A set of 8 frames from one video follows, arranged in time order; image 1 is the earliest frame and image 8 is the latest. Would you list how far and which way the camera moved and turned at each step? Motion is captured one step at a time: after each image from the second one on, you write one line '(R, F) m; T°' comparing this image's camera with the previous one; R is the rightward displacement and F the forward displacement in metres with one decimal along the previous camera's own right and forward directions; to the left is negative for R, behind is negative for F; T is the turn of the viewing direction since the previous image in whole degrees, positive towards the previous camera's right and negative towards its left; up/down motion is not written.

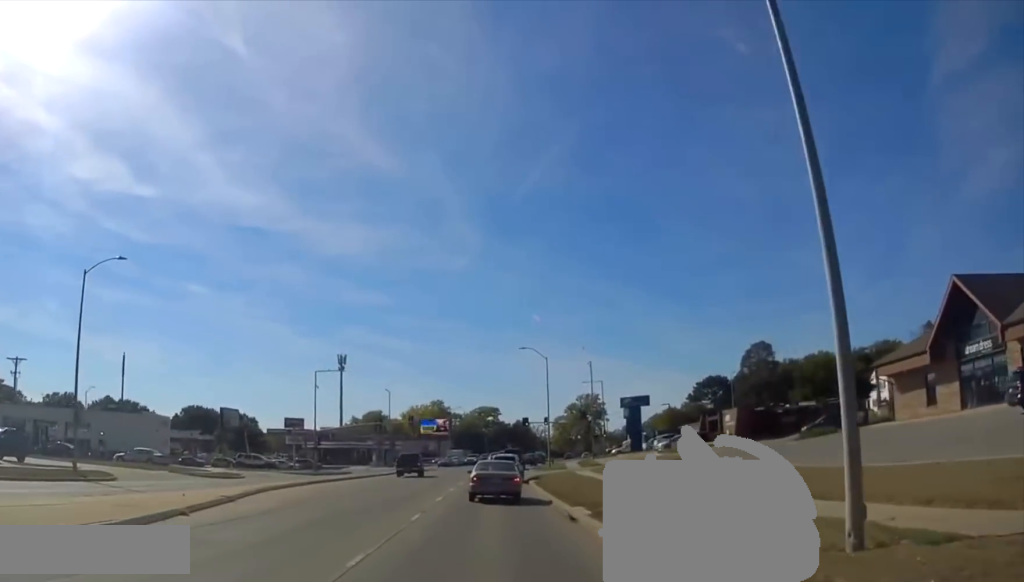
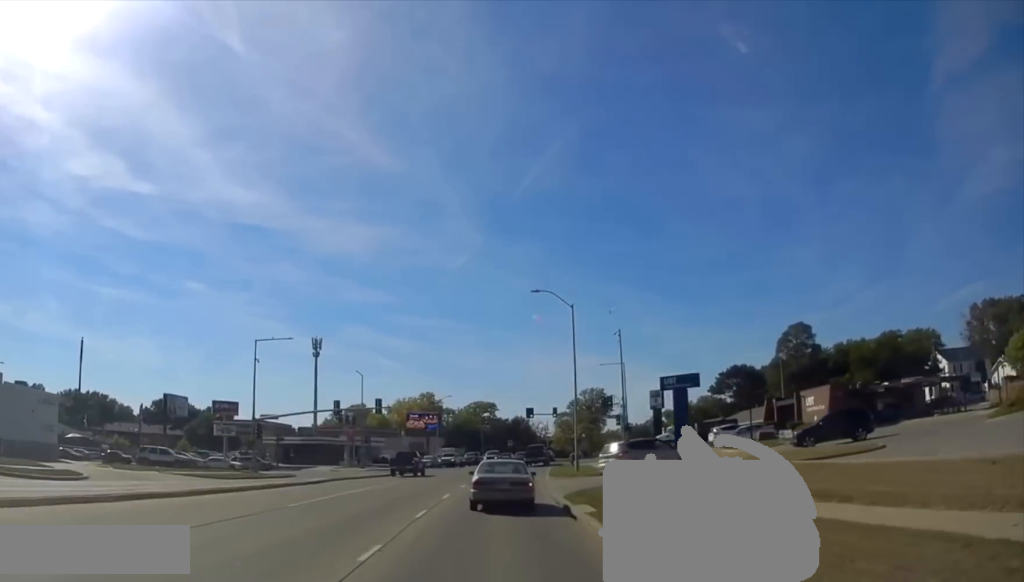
(-0.3, +21.9) m; +1°
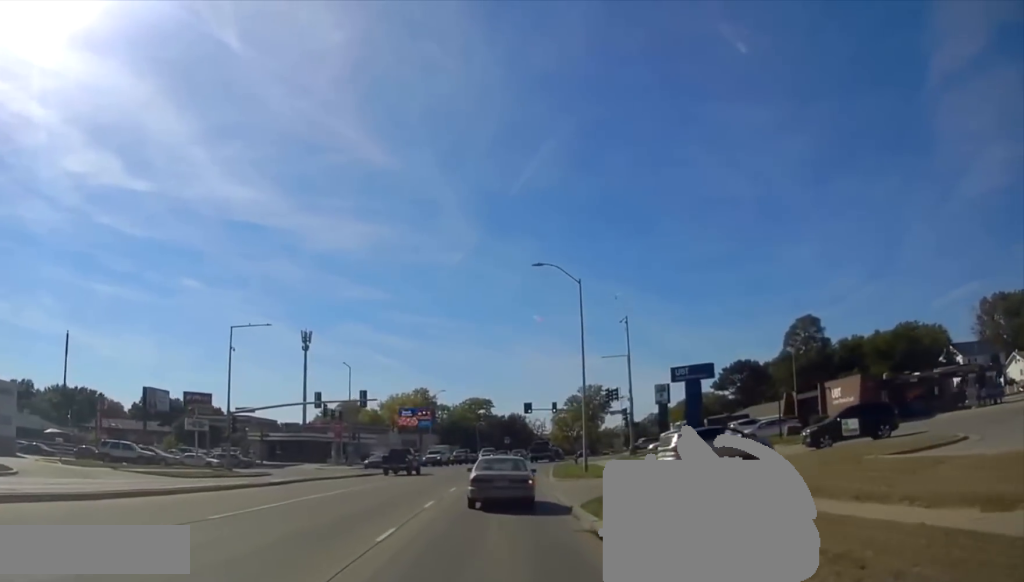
(0.0, +5.3) m; +1°
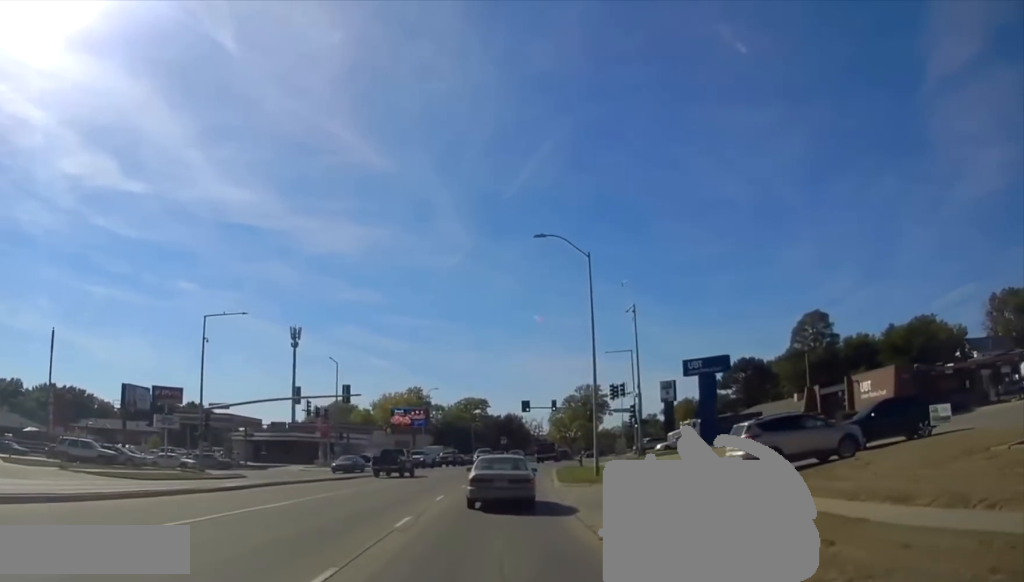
(+0.1, +4.9) m; +1°
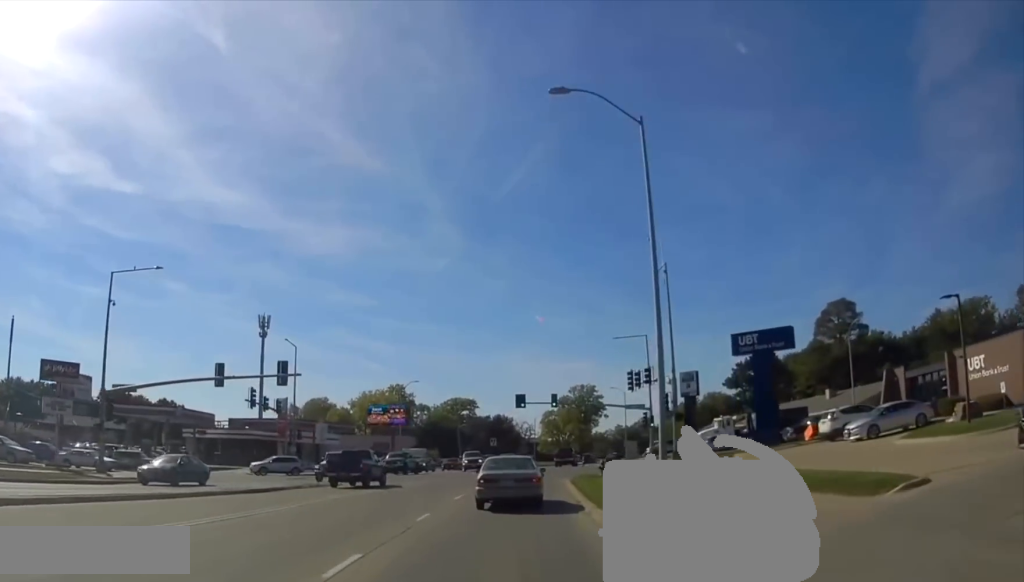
(+0.2, +13.1) m; +2°
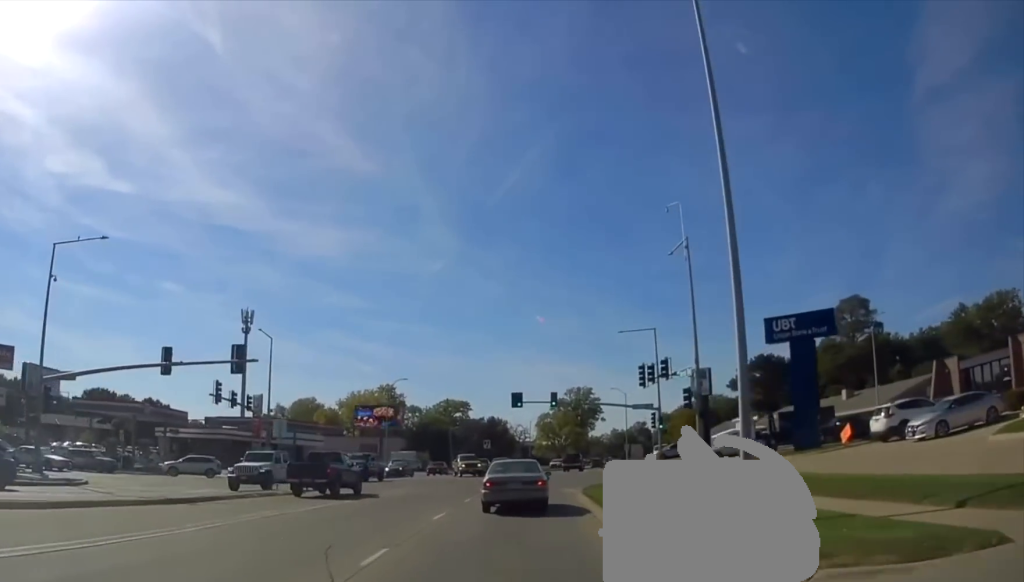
(0.0, +5.8) m; +1°
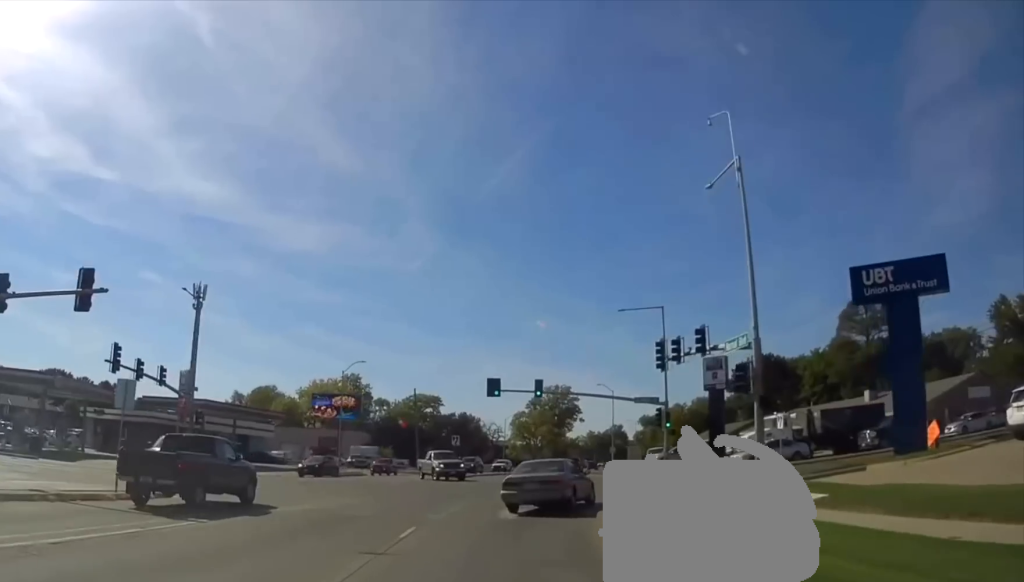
(+0.2, +10.1) m; +1°
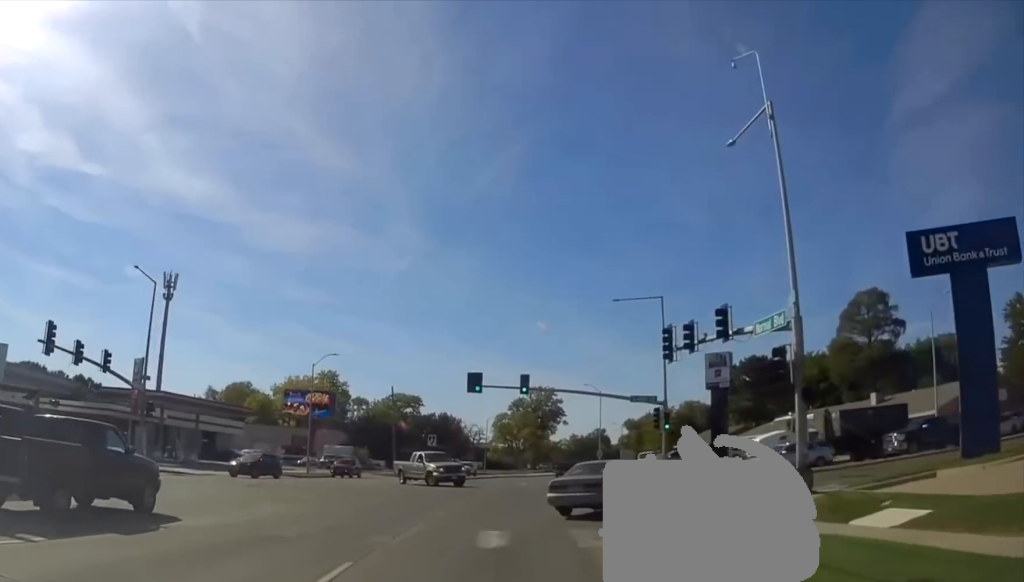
(0.0, +4.2) m; 0°
